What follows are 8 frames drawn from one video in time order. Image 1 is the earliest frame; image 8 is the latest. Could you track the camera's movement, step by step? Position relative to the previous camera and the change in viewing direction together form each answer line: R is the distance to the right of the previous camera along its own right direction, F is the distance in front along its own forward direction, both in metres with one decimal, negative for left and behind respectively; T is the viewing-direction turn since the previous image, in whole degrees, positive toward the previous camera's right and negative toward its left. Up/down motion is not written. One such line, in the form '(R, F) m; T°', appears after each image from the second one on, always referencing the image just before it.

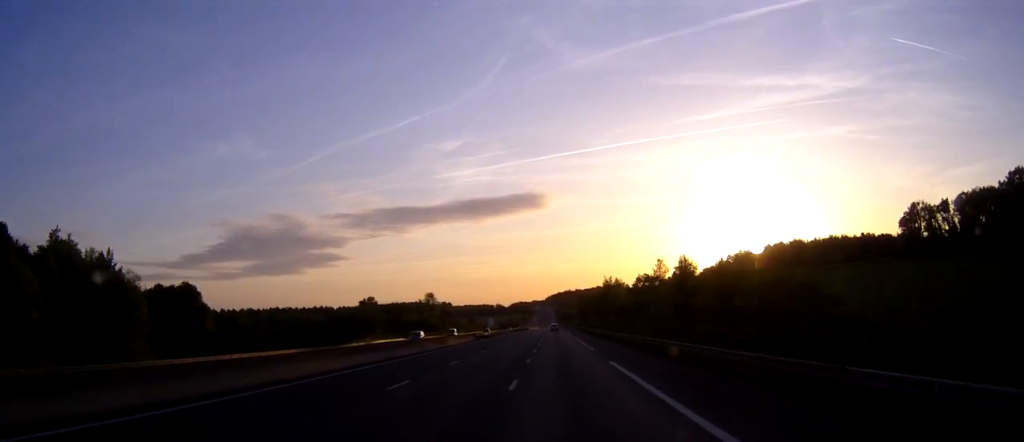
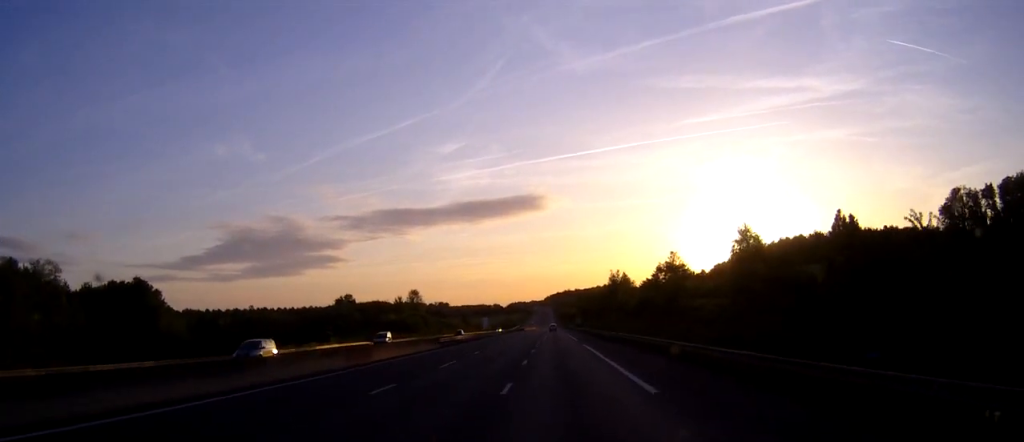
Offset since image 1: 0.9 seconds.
(0.0, +27.9) m; 0°
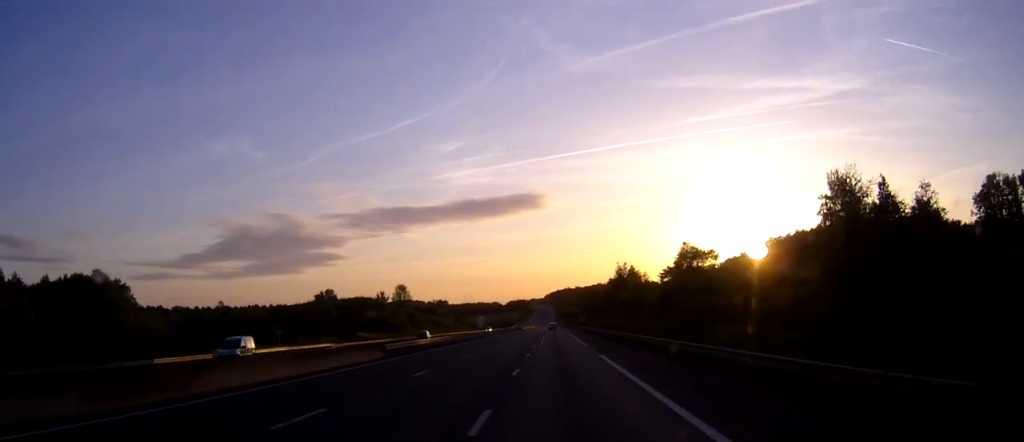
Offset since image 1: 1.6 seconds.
(0.0, +20.0) m; 0°
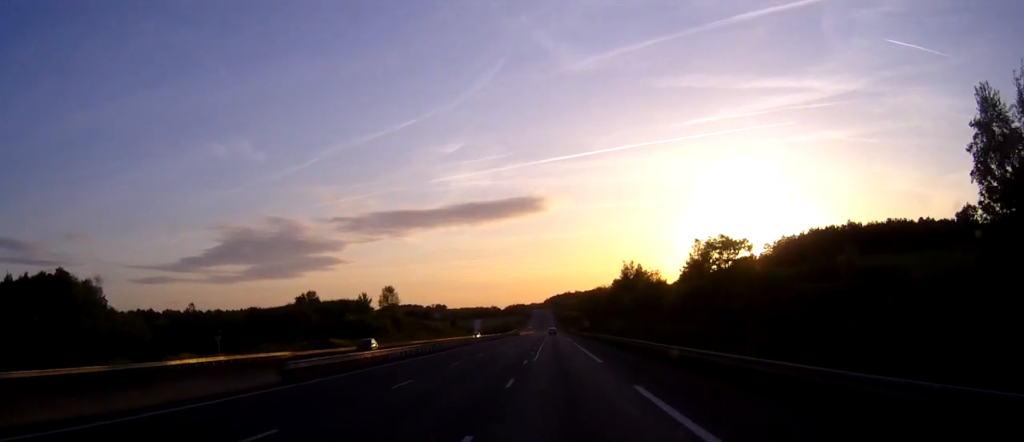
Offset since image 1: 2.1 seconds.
(+0.1, +16.1) m; 0°
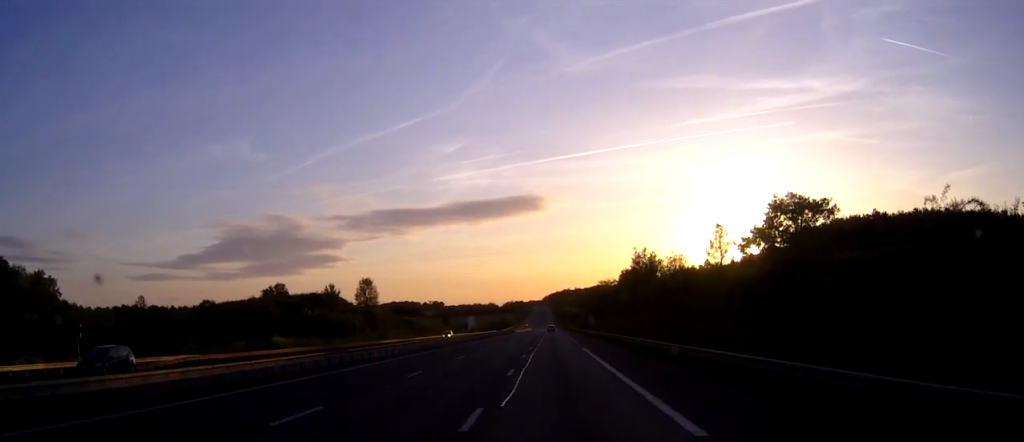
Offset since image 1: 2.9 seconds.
(0.0, +23.1) m; 0°
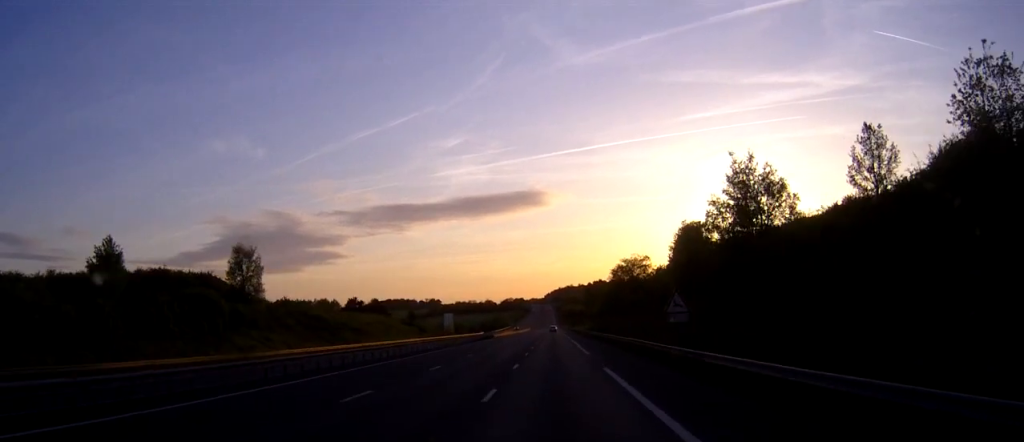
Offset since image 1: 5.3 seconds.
(-0.3, +73.4) m; 0°
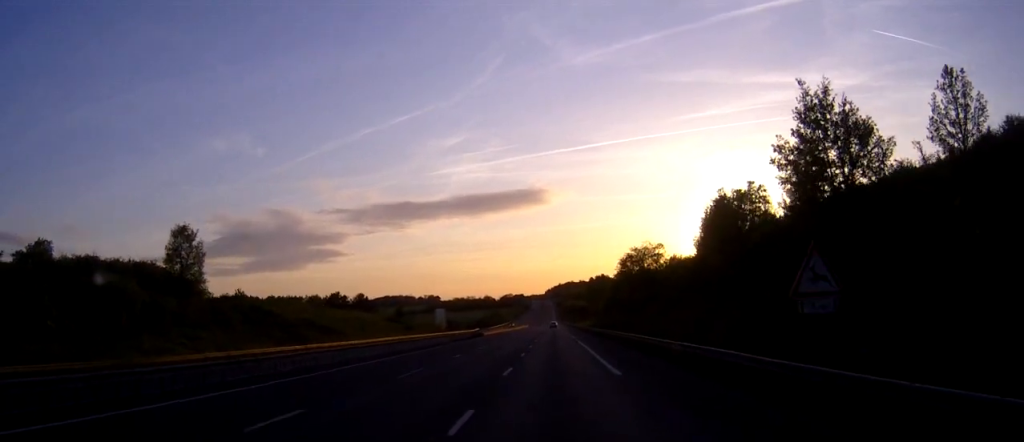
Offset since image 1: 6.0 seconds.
(0.0, +19.2) m; 0°
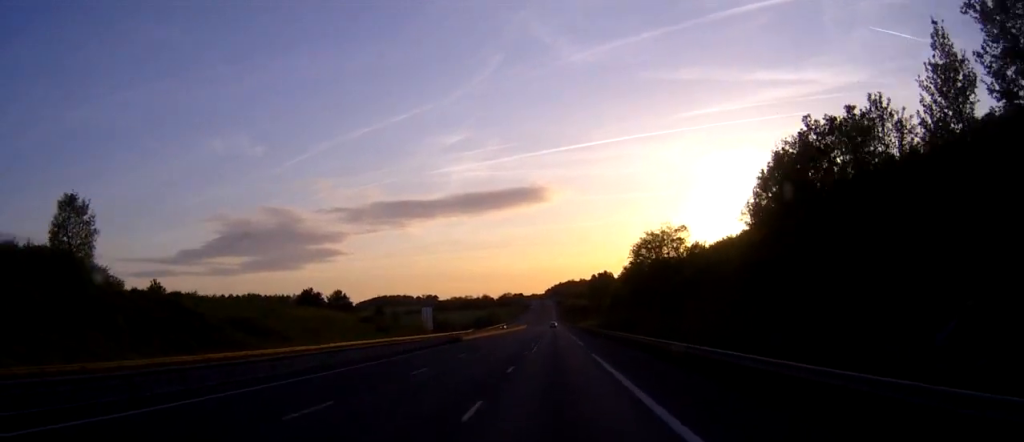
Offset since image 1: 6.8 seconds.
(0.0, +24.3) m; 0°
